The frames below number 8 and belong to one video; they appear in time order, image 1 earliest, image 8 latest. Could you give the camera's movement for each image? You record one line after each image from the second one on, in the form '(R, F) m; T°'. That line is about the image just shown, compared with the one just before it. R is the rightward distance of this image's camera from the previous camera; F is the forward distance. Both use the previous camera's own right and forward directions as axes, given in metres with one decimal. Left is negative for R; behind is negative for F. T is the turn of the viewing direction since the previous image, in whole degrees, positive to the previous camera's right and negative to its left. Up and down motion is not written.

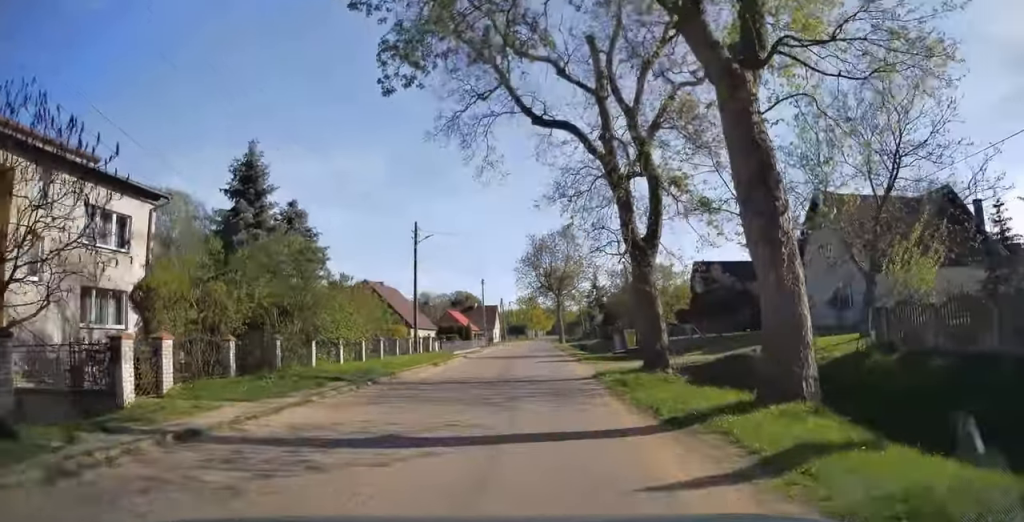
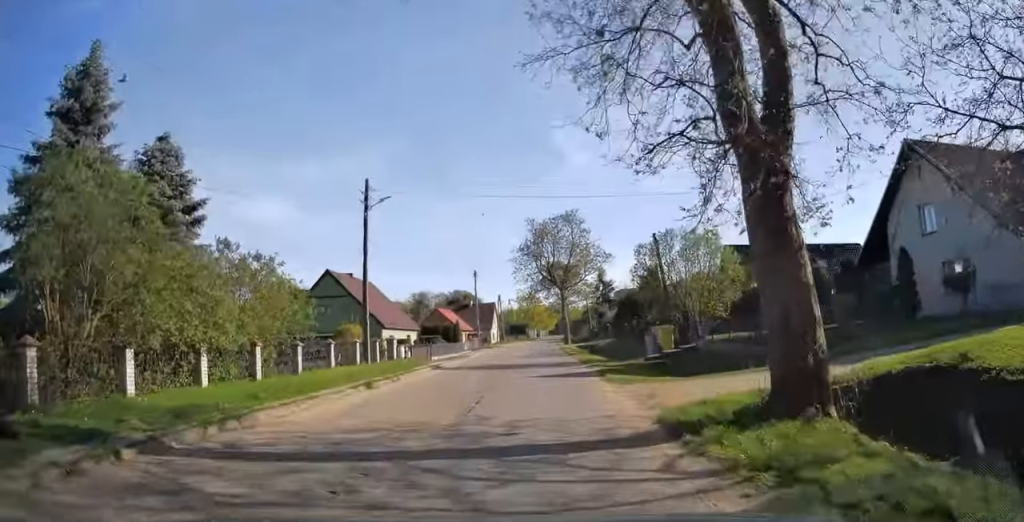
(0.0, +10.4) m; 0°
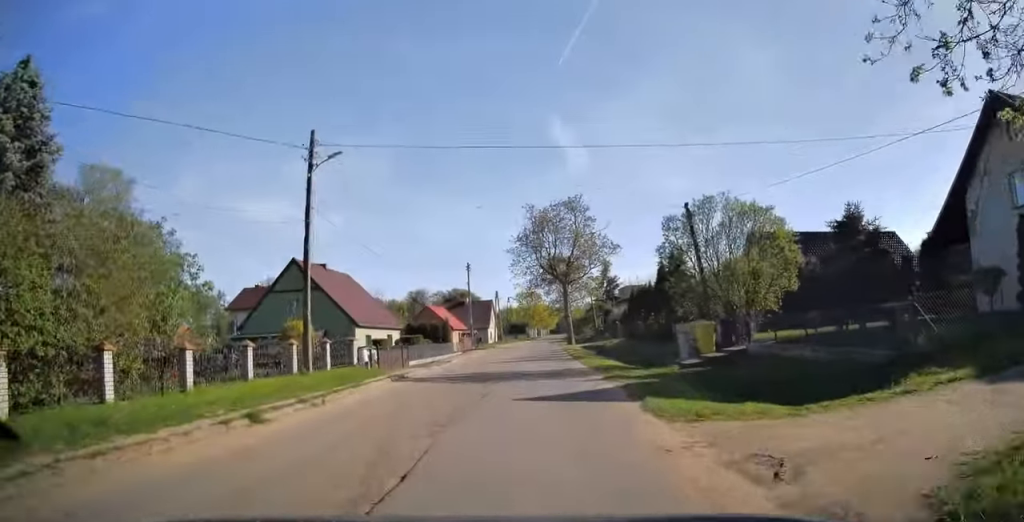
(0.0, +6.6) m; 0°
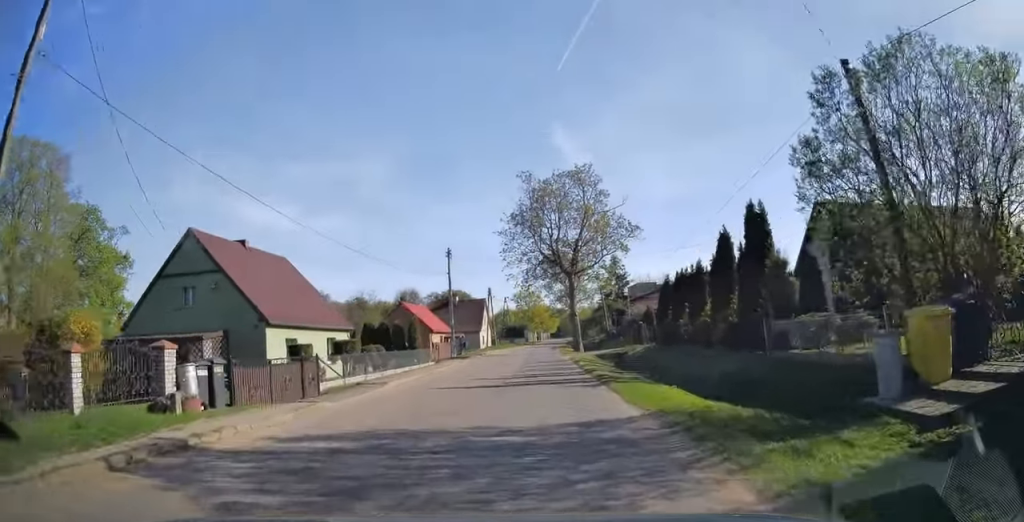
(0.0, +12.6) m; 0°
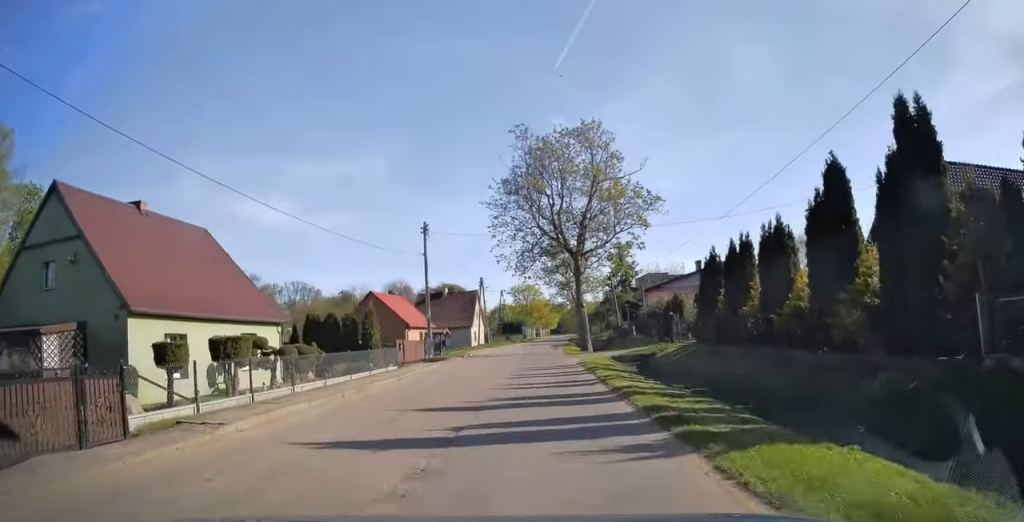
(0.0, +9.5) m; 0°
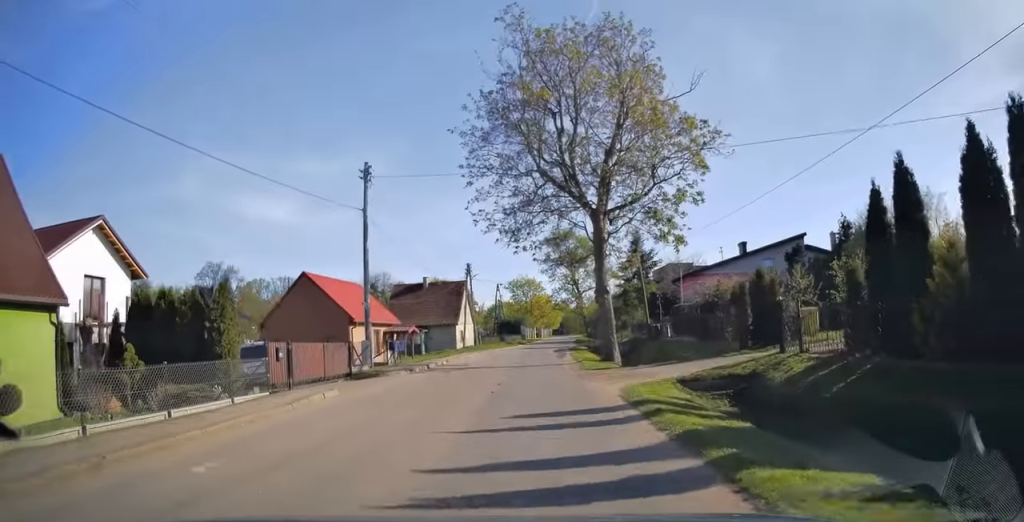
(-0.1, +13.7) m; 0°
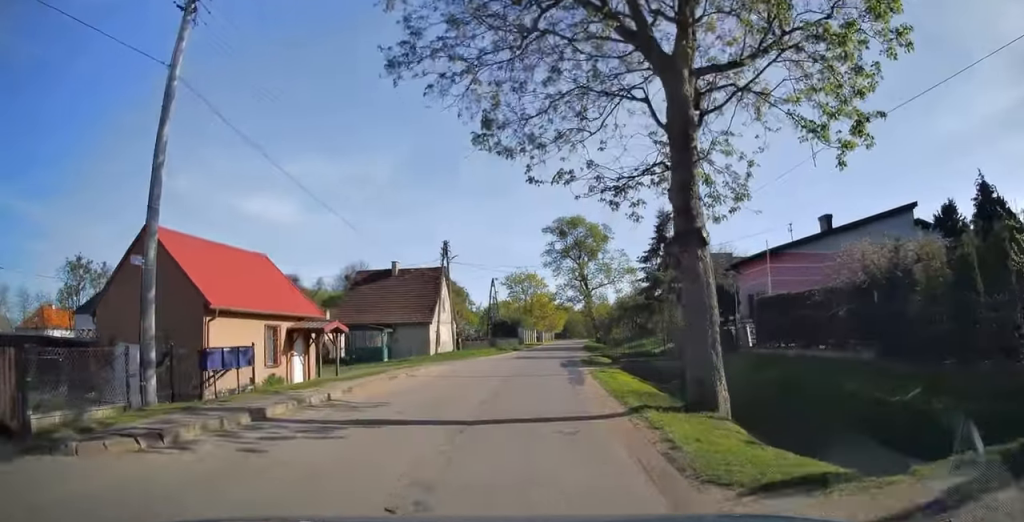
(0.0, +14.7) m; 0°
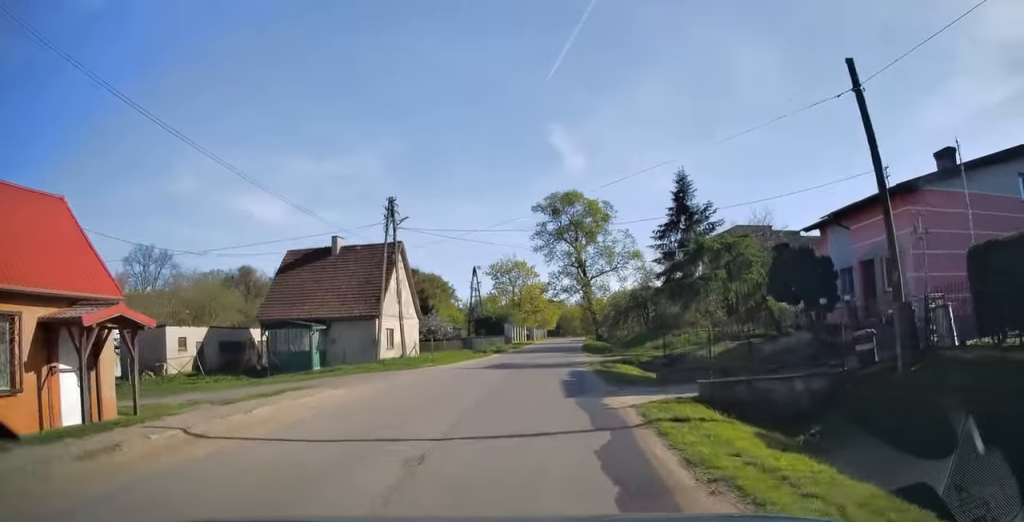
(+0.1, +12.8) m; +1°
